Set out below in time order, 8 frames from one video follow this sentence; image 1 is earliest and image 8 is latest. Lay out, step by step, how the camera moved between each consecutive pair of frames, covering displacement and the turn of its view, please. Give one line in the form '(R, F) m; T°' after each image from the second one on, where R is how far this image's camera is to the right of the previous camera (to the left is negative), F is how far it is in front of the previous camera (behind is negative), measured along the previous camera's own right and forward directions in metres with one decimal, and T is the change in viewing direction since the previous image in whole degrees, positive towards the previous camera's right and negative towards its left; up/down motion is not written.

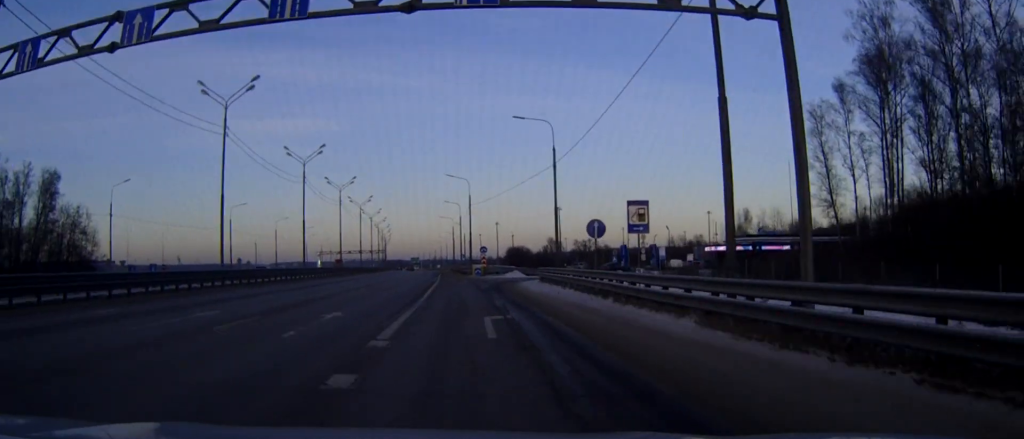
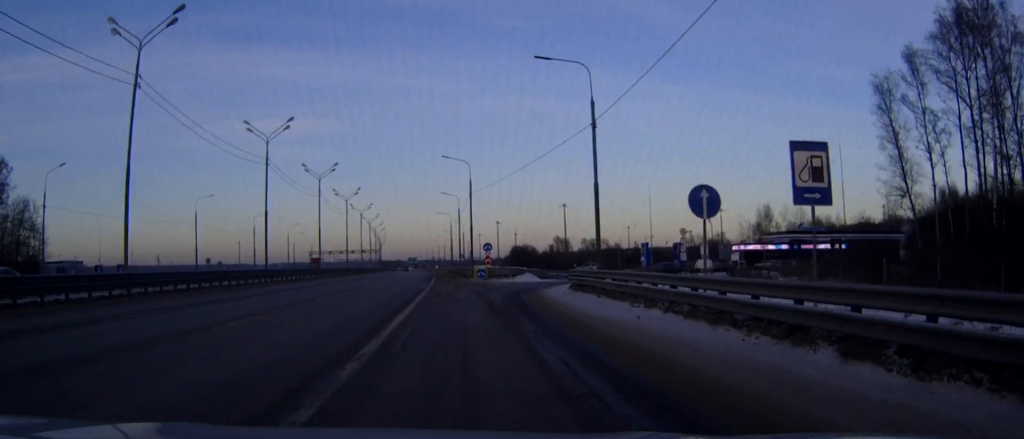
(0.0, +15.3) m; 0°
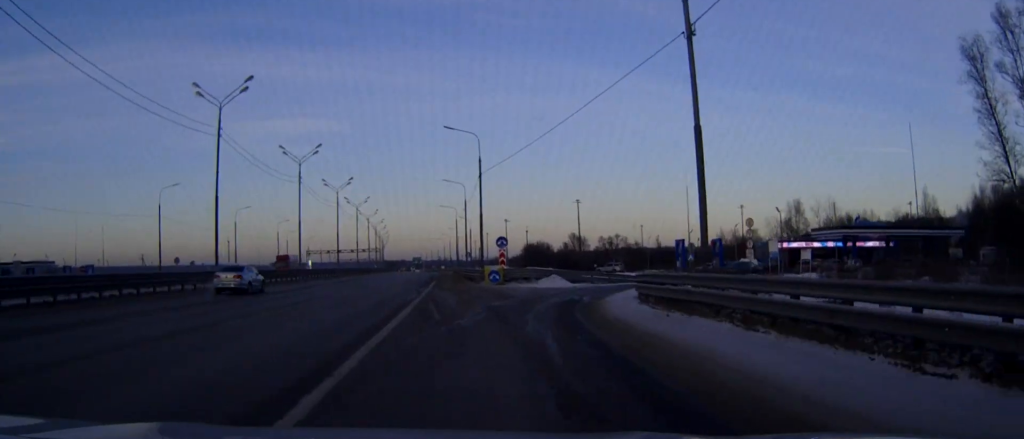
(+0.1, +14.8) m; +1°
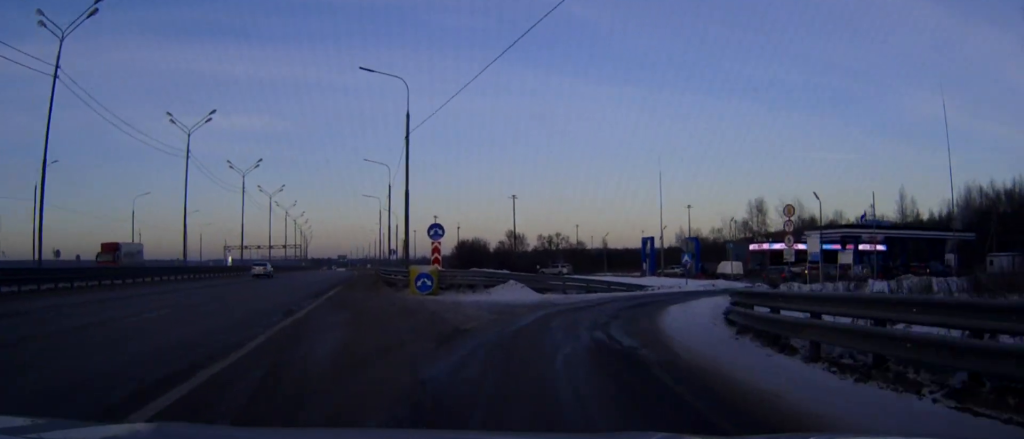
(+0.4, +16.4) m; +6°
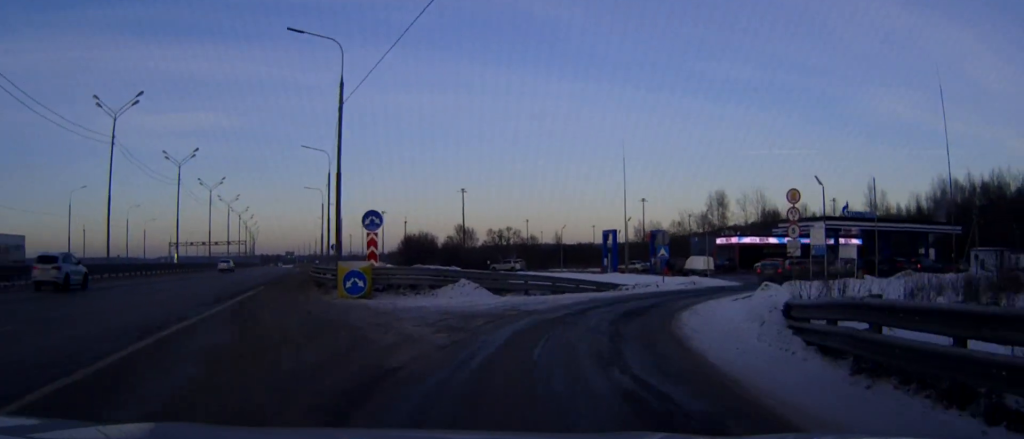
(+0.3, +6.1) m; +4°
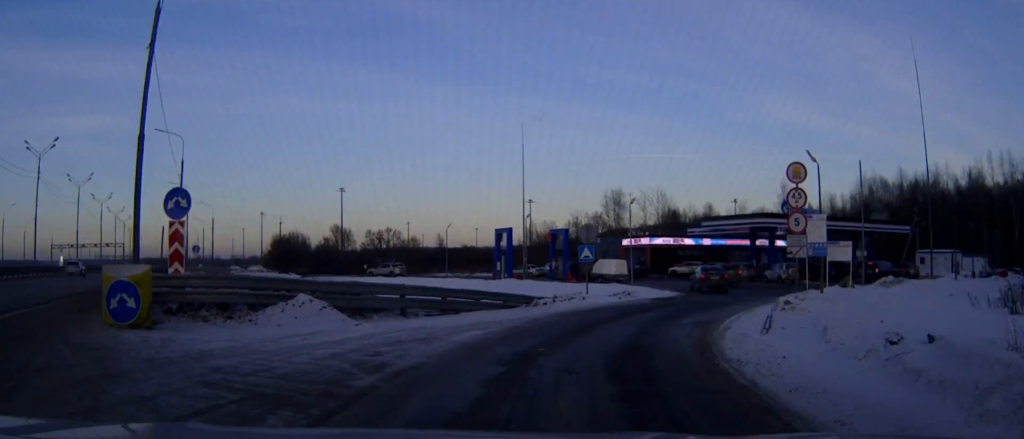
(+0.7, +10.5) m; +9°
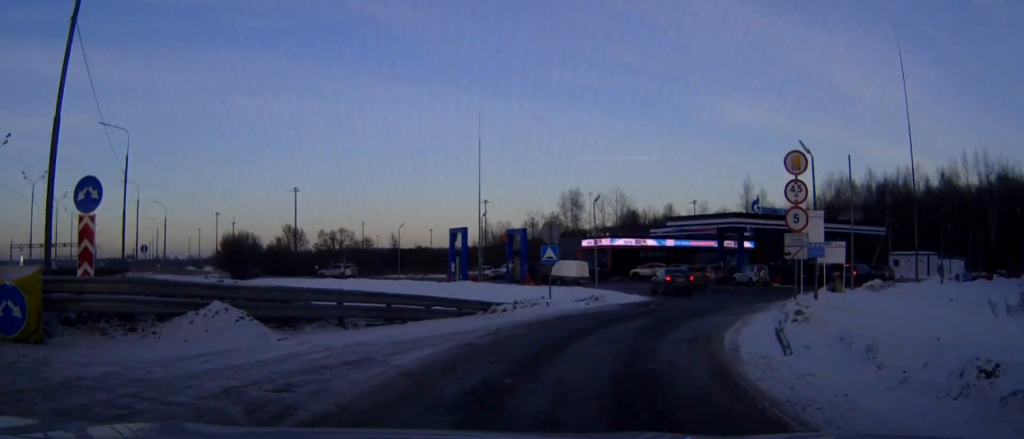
(+0.1, +3.0) m; +4°
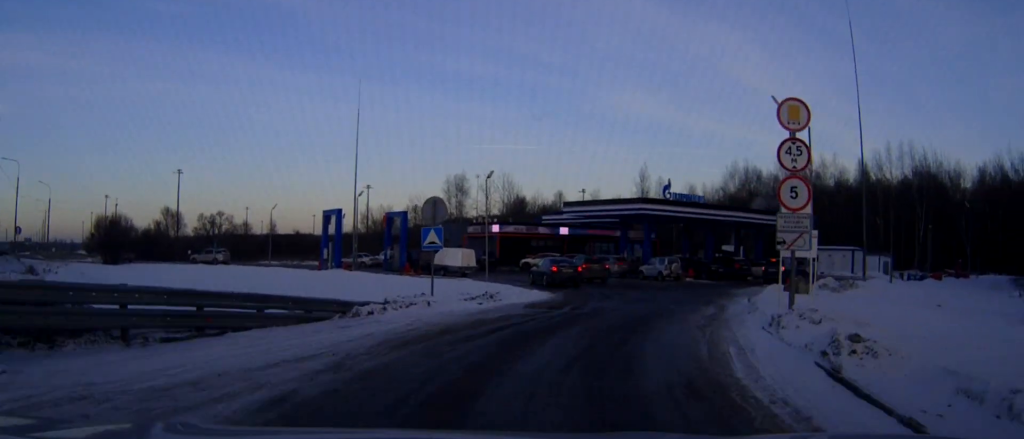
(+0.5, +6.2) m; +11°
